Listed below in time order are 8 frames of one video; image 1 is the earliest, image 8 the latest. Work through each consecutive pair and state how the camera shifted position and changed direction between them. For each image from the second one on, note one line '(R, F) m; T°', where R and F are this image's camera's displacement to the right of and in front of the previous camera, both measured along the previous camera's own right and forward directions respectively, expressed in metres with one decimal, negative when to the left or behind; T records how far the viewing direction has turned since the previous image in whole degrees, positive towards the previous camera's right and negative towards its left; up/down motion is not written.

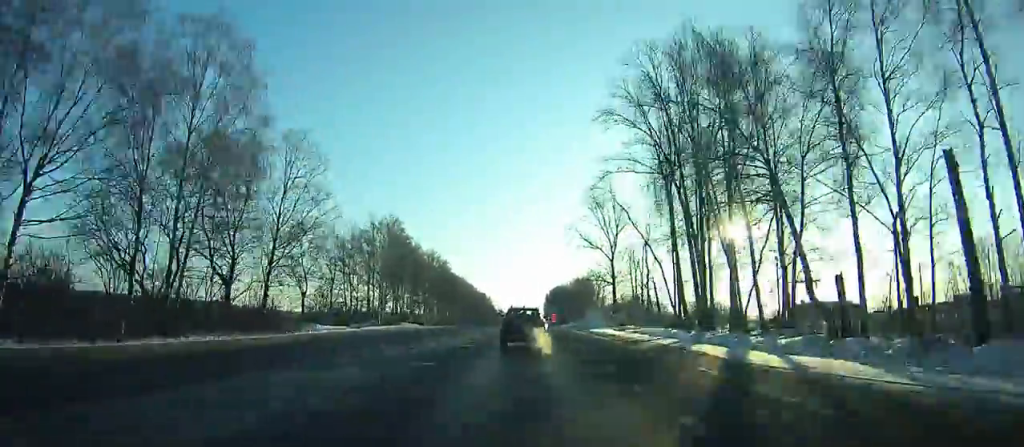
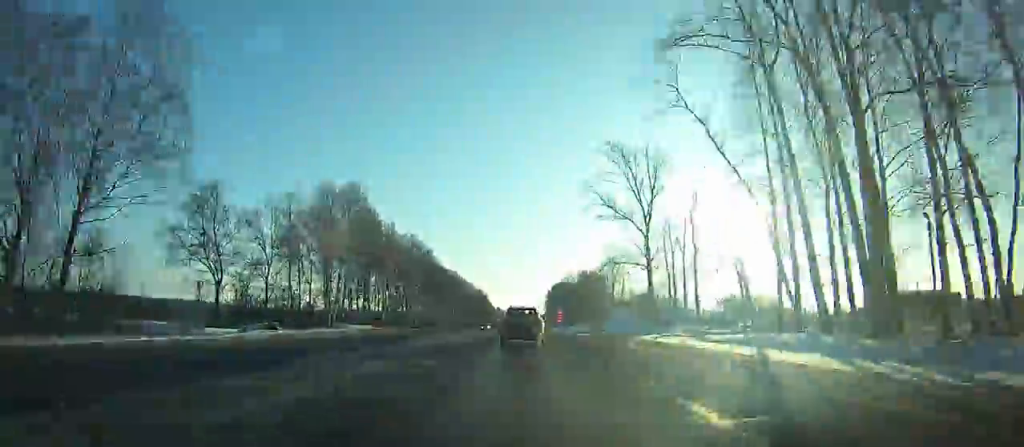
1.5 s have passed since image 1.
(0.0, +28.5) m; 0°
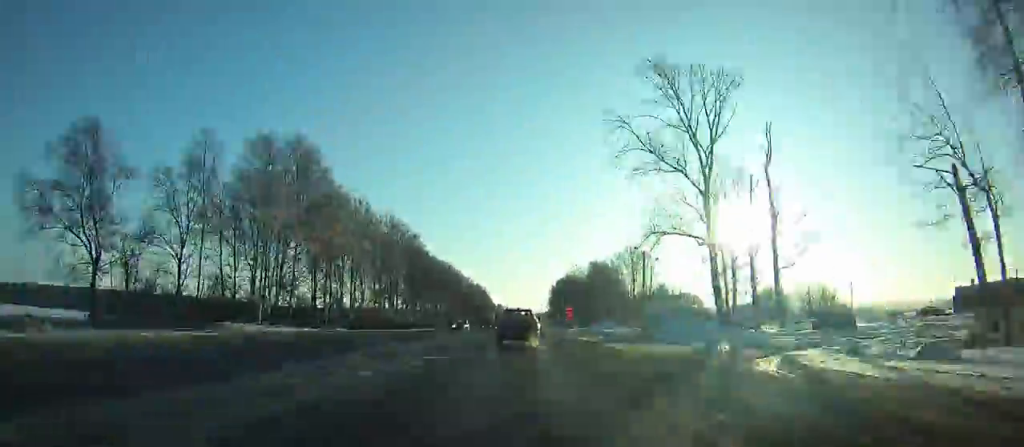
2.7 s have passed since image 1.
(+0.1, +22.8) m; 0°
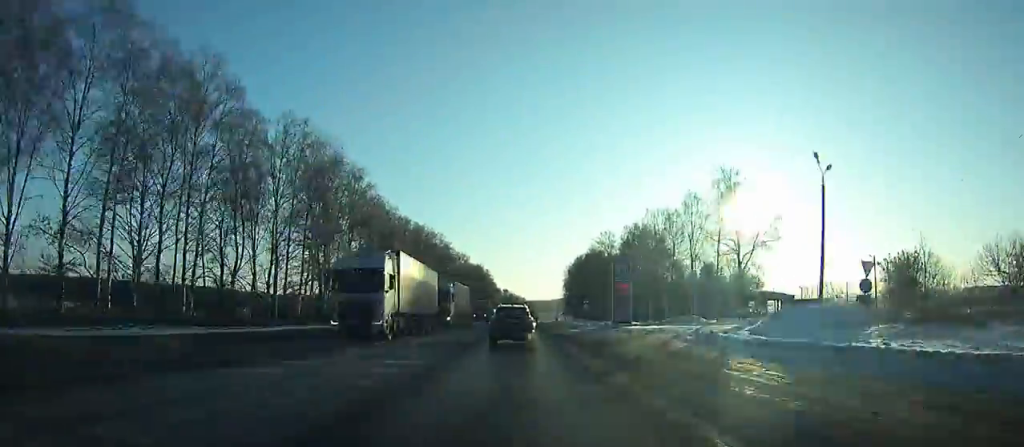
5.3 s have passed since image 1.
(-0.4, +49.2) m; 0°
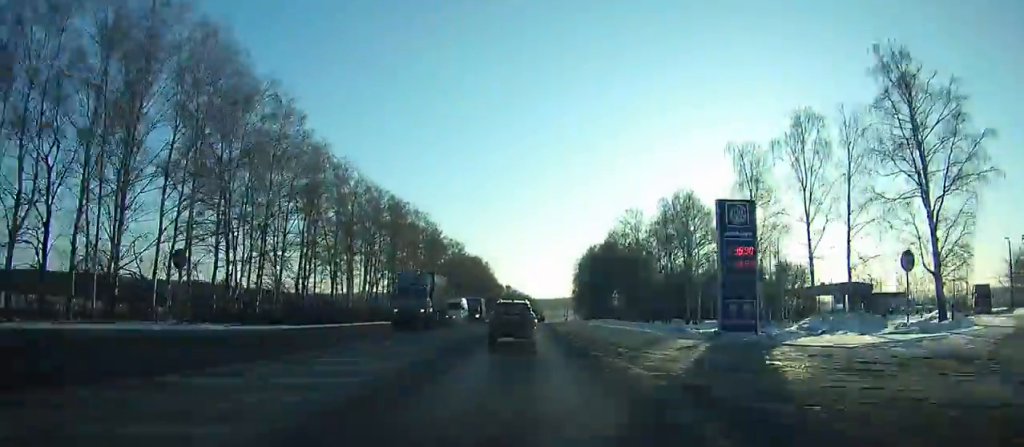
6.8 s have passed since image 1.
(0.0, +28.3) m; 0°
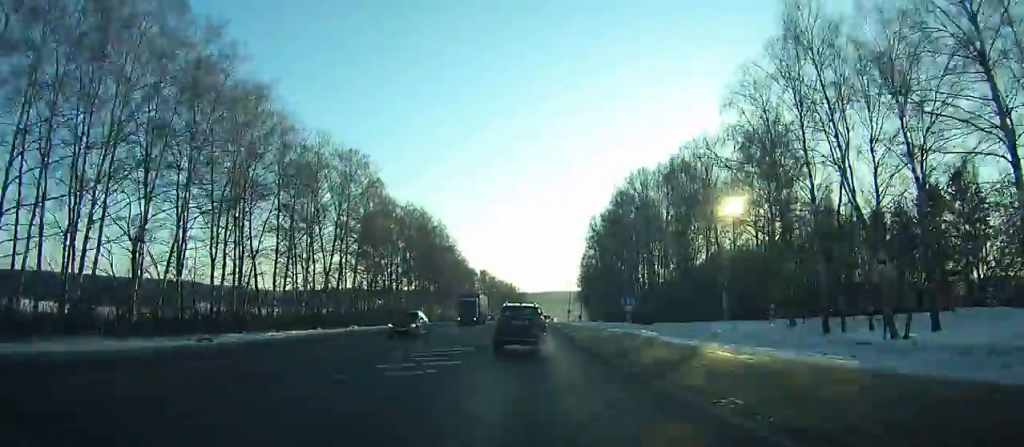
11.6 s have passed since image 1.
(+0.1, +89.9) m; 0°
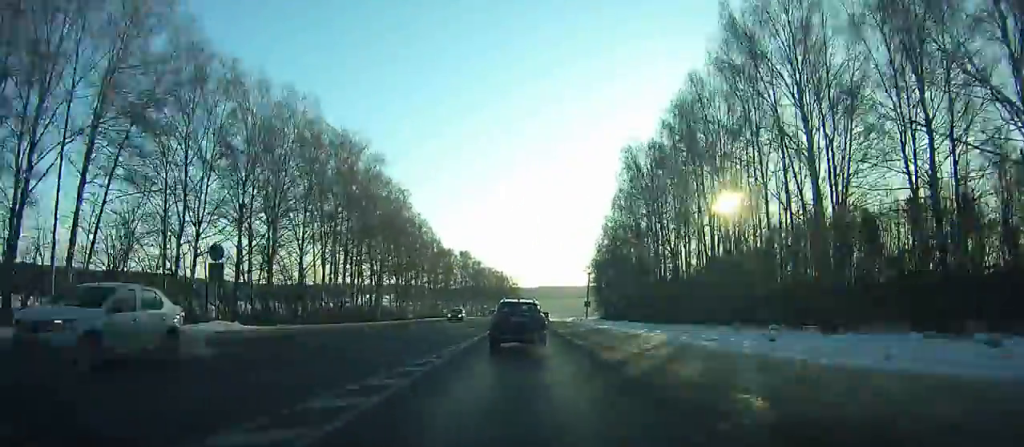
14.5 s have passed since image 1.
(+0.7, +53.8) m; +1°
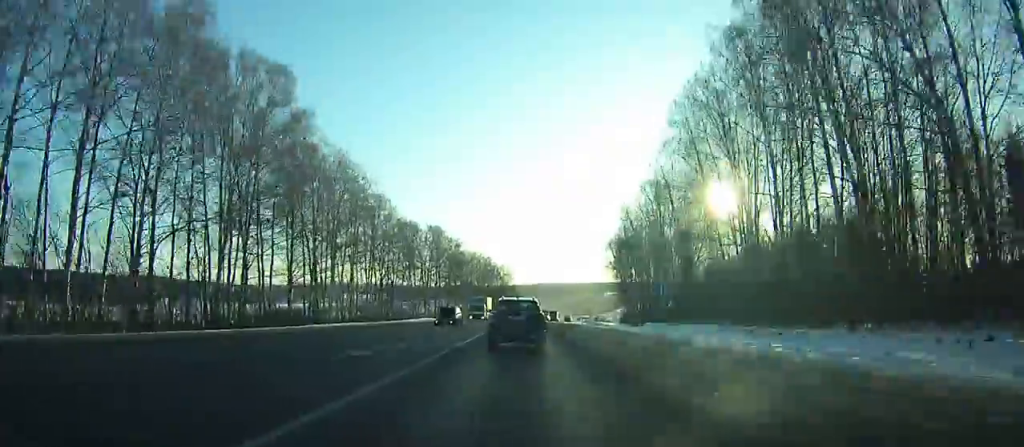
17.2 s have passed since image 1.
(+0.2, +49.7) m; +1°
